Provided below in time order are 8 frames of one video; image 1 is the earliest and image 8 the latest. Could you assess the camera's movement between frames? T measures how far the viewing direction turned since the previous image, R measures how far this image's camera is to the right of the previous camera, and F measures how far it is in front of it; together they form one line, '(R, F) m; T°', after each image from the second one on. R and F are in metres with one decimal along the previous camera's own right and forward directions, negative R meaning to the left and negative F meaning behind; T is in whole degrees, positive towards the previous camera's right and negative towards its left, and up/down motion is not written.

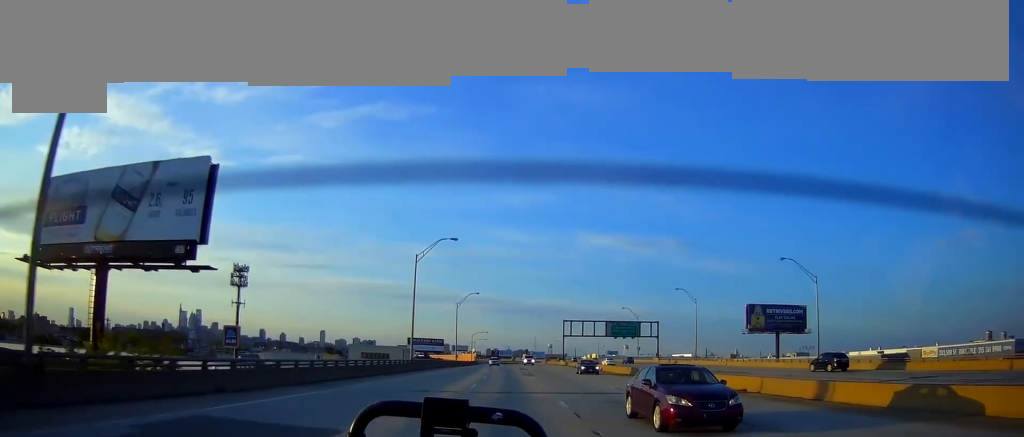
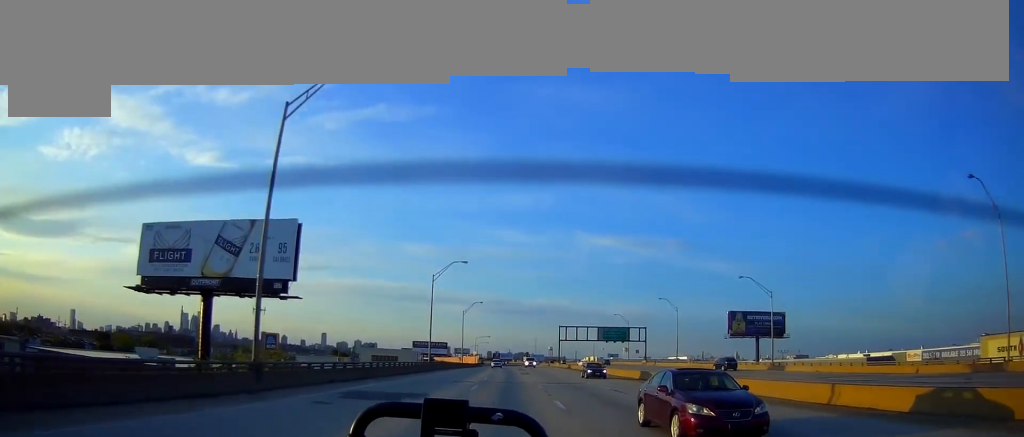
(0.0, +12.8) m; +1°
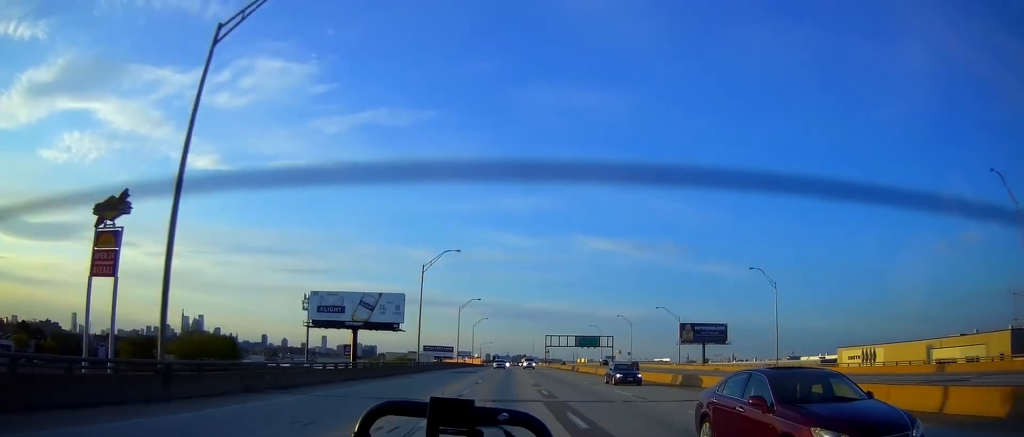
(+0.5, +42.9) m; 0°
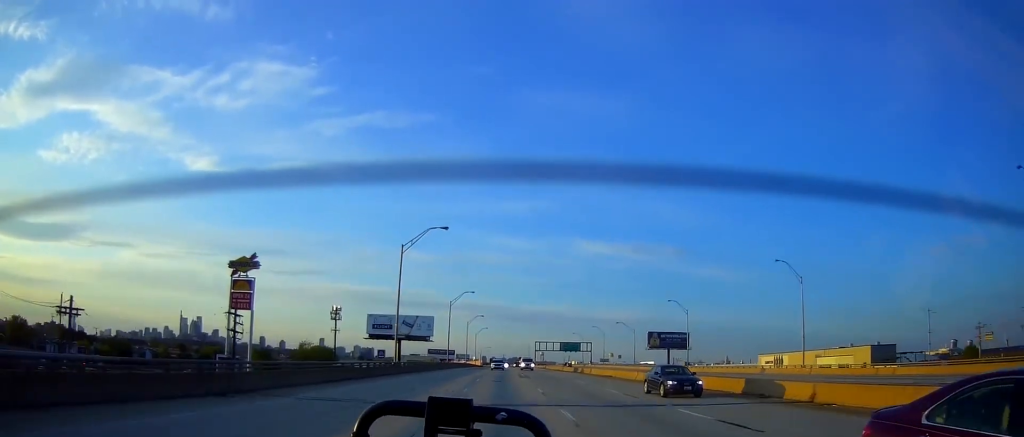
(-0.7, +38.5) m; -1°
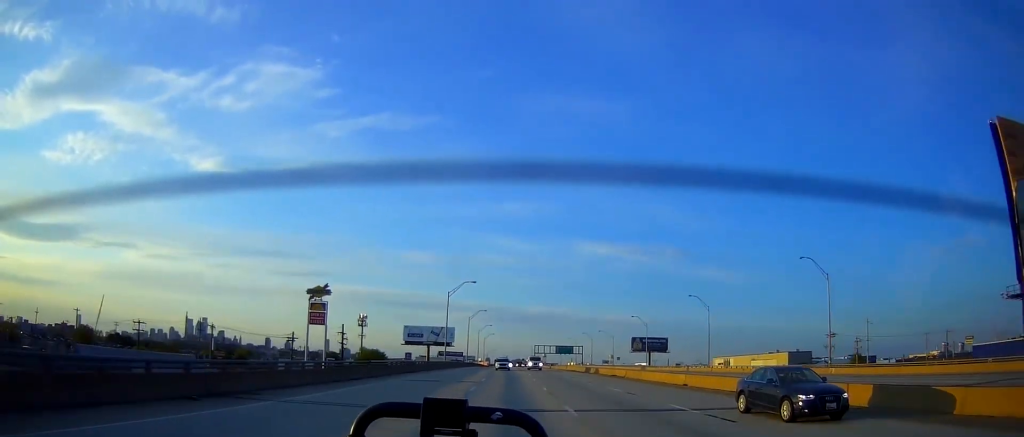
(-0.1, +38.1) m; 0°
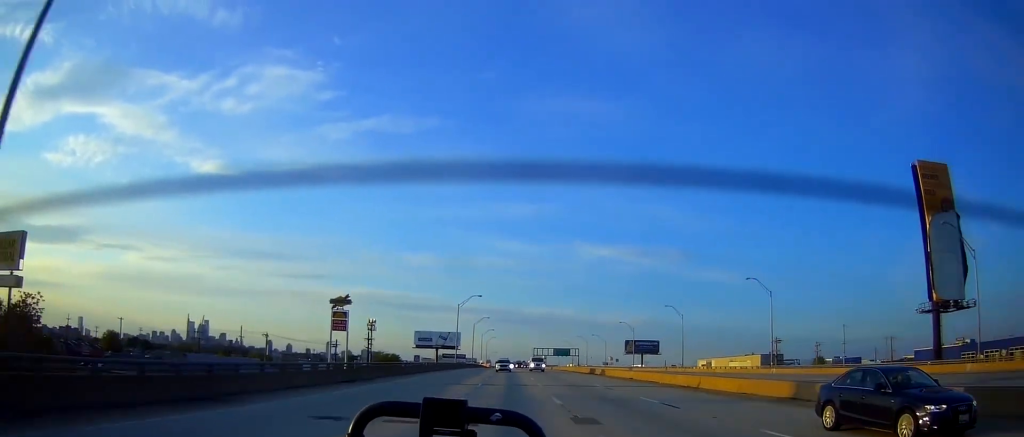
(+0.1, +17.1) m; 0°
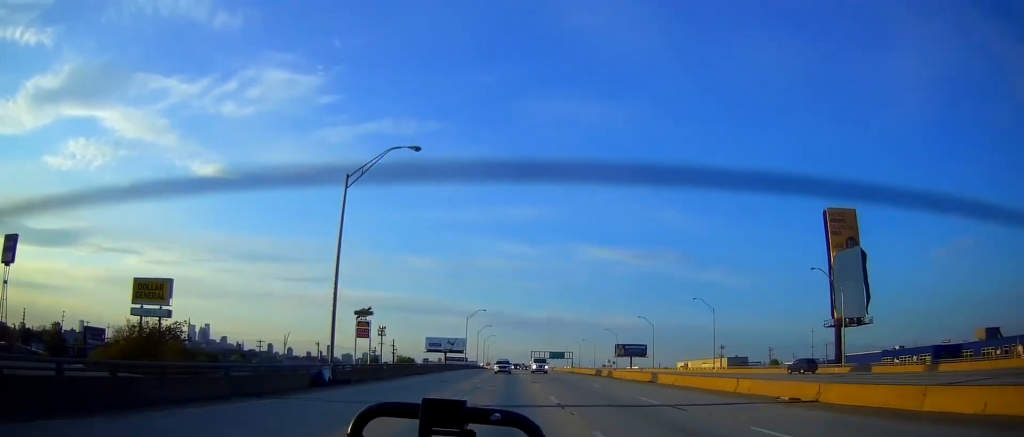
(0.0, +25.1) m; 0°
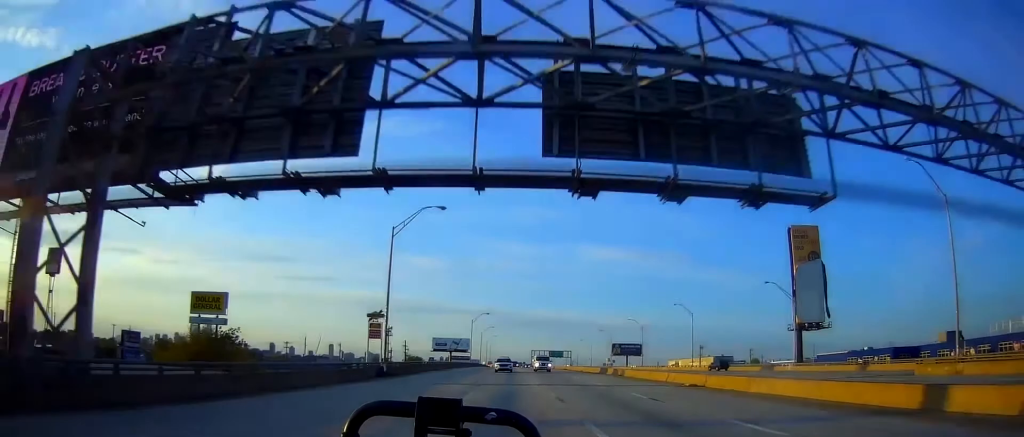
(0.0, +14.0) m; 0°
